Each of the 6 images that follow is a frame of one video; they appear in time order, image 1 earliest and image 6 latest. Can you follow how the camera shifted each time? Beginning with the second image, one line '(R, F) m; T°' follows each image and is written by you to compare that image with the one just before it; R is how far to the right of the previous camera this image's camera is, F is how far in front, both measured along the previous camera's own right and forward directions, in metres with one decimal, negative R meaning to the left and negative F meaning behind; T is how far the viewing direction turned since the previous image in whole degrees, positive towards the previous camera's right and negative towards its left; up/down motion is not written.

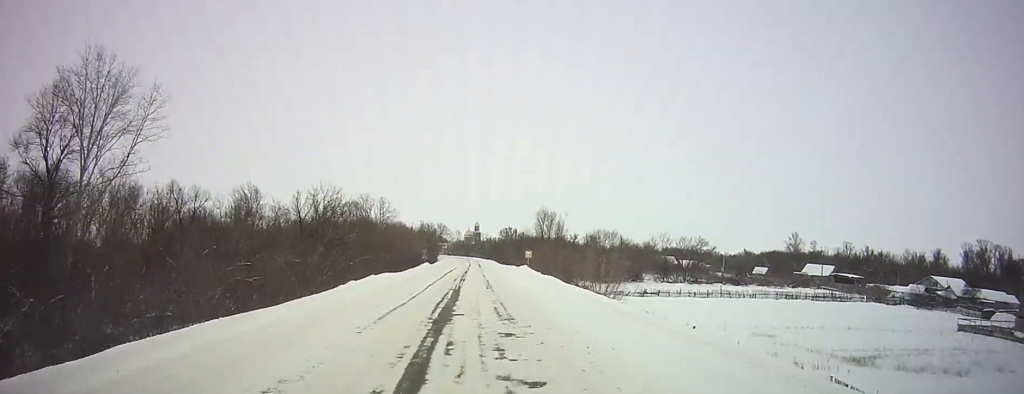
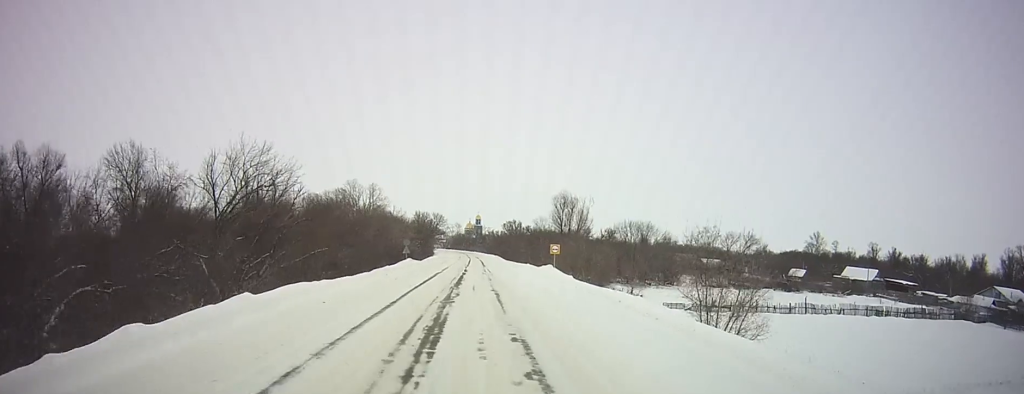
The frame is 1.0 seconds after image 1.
(0.0, +23.3) m; 0°
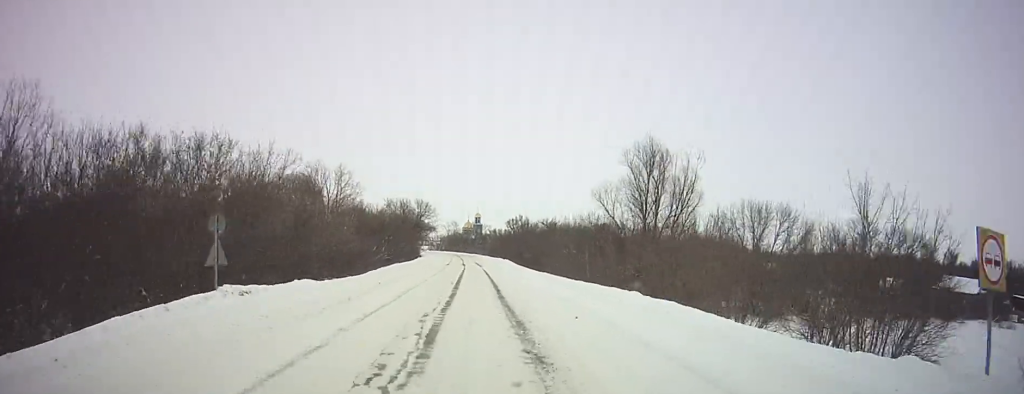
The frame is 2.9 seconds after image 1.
(+0.1, +44.7) m; 0°
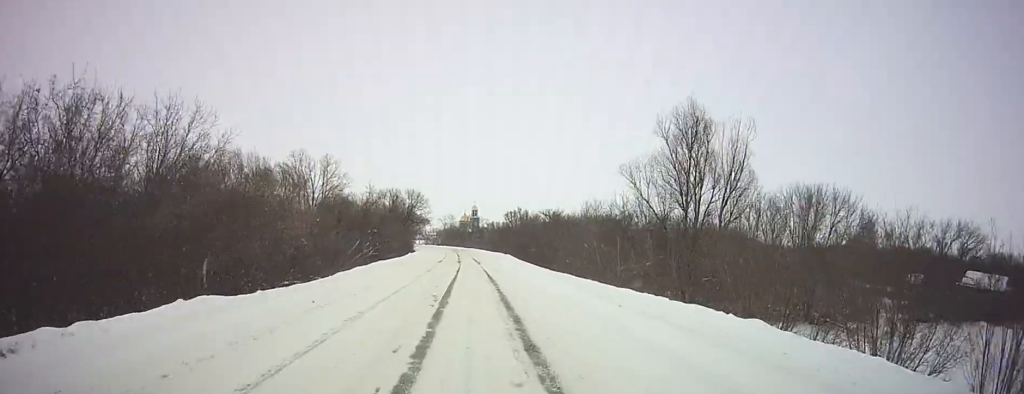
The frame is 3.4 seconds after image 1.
(0.0, +10.0) m; 0°
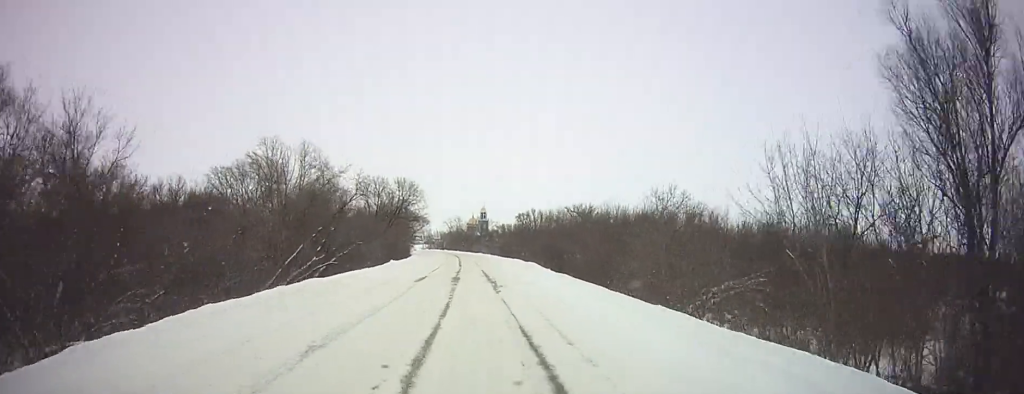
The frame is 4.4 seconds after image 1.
(-0.1, +24.5) m; -1°
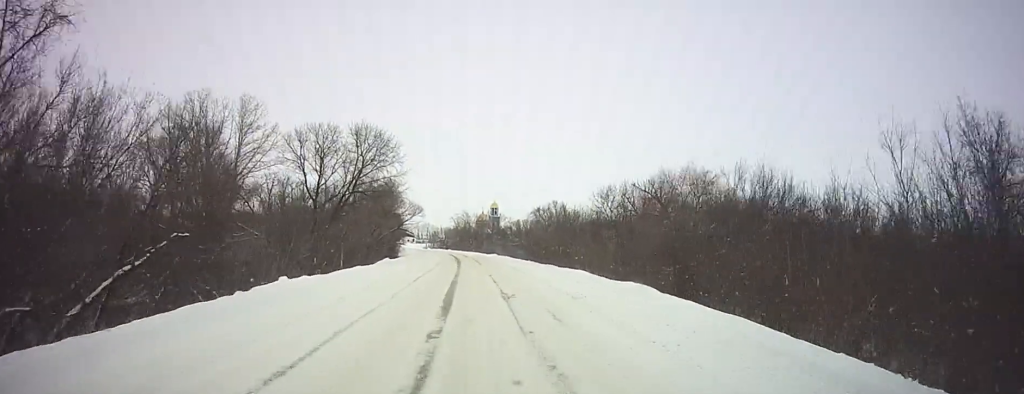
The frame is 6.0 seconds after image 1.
(-0.1, +35.7) m; 0°
